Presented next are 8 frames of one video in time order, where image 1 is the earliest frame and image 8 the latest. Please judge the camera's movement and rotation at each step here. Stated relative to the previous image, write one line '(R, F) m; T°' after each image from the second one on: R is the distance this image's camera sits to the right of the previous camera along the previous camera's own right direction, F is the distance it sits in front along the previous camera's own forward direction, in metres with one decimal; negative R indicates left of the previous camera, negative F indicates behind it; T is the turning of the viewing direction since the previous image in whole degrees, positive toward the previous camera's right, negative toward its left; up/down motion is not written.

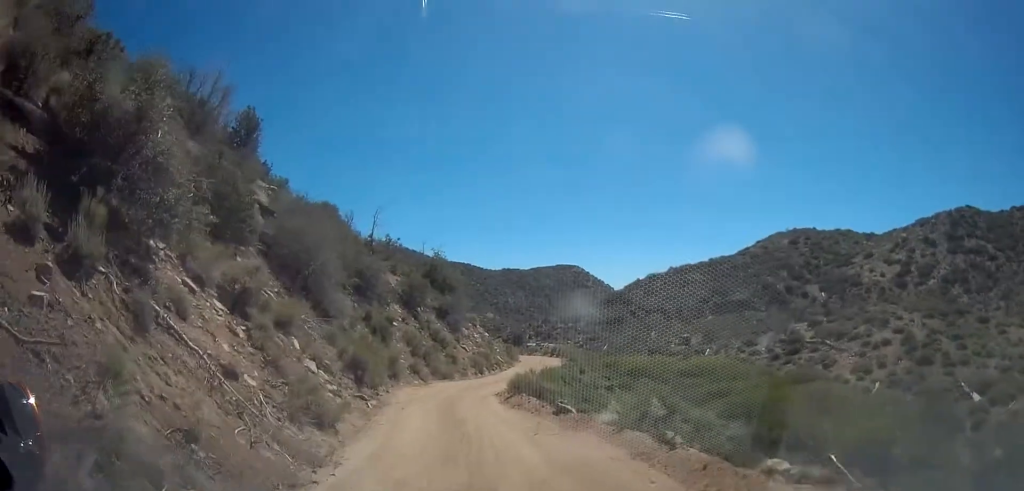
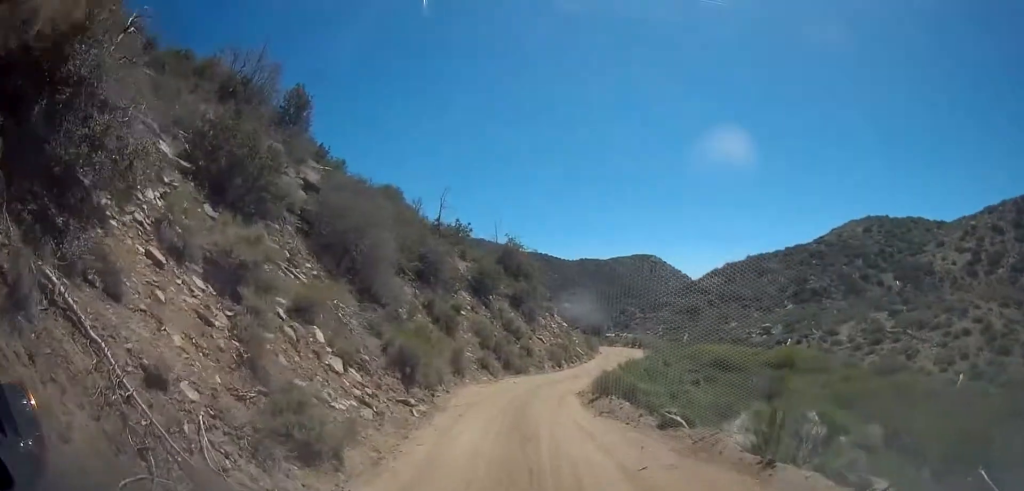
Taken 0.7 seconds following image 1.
(-0.2, +3.9) m; -4°
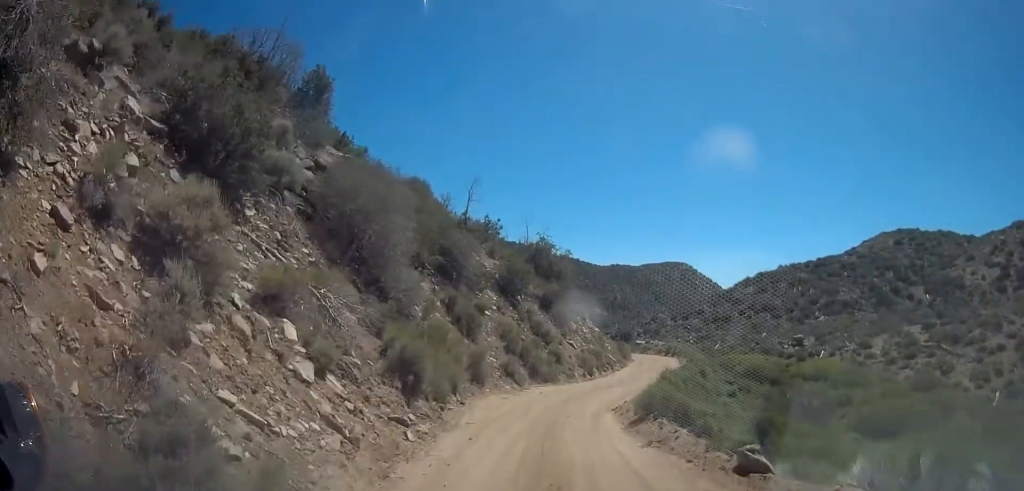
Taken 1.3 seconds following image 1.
(0.0, +3.2) m; -2°
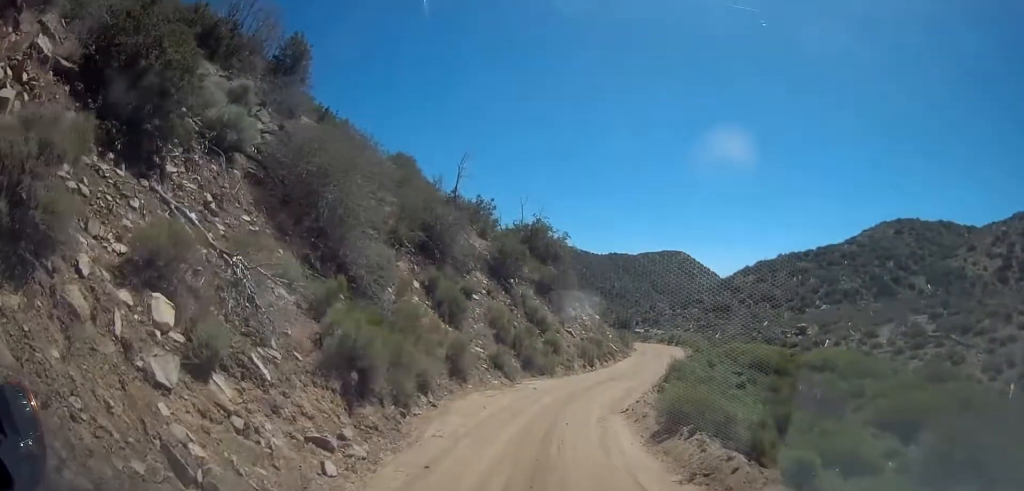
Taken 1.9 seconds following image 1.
(-0.1, +3.8) m; -2°
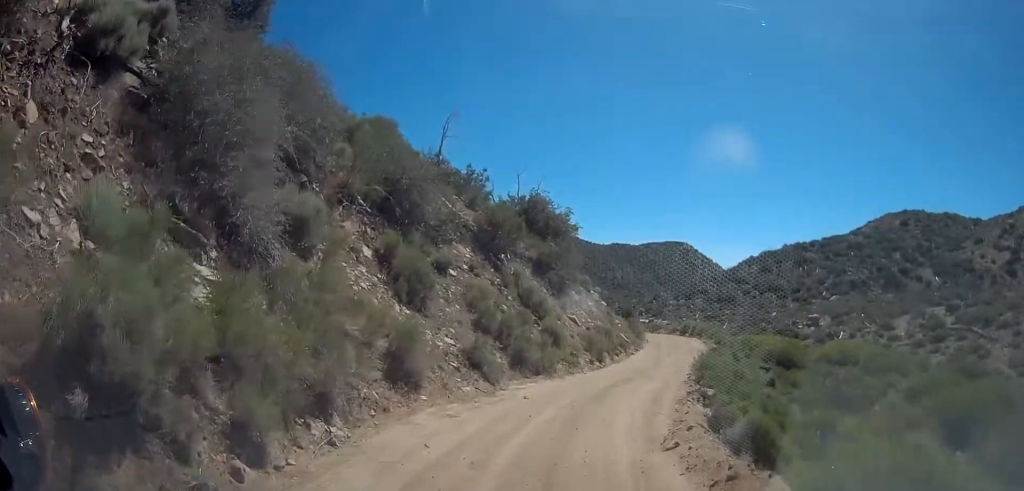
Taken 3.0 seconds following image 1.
(-0.2, +6.7) m; 0°
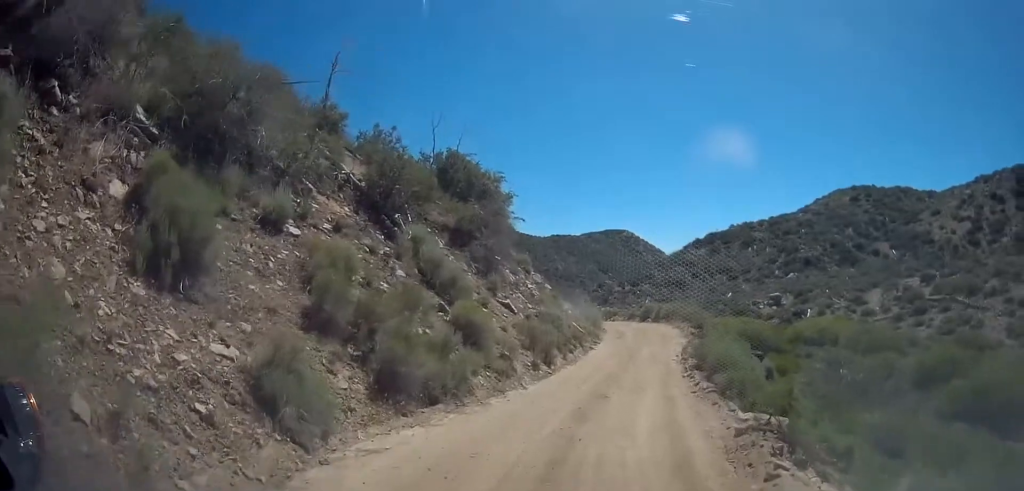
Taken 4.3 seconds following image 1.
(+0.4, +9.6) m; +7°
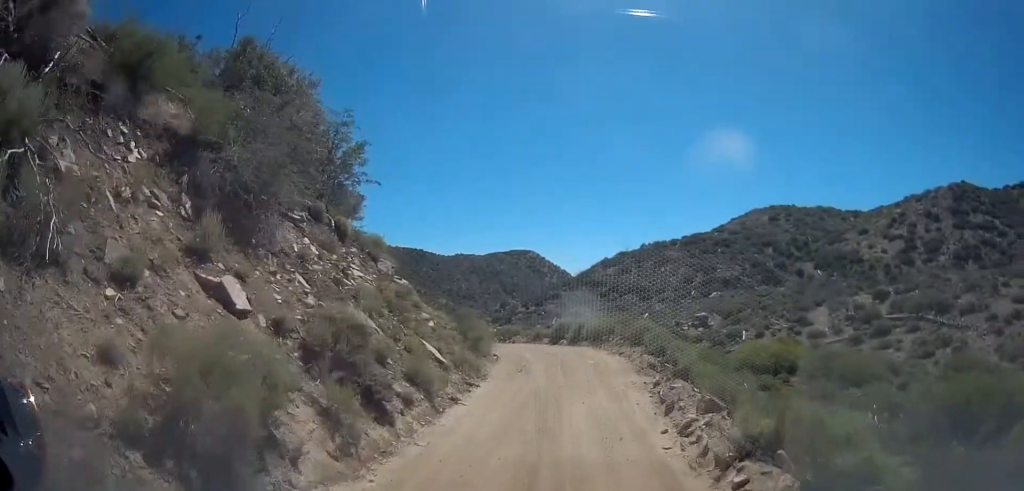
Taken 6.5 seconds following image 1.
(+1.2, +15.7) m; +9°
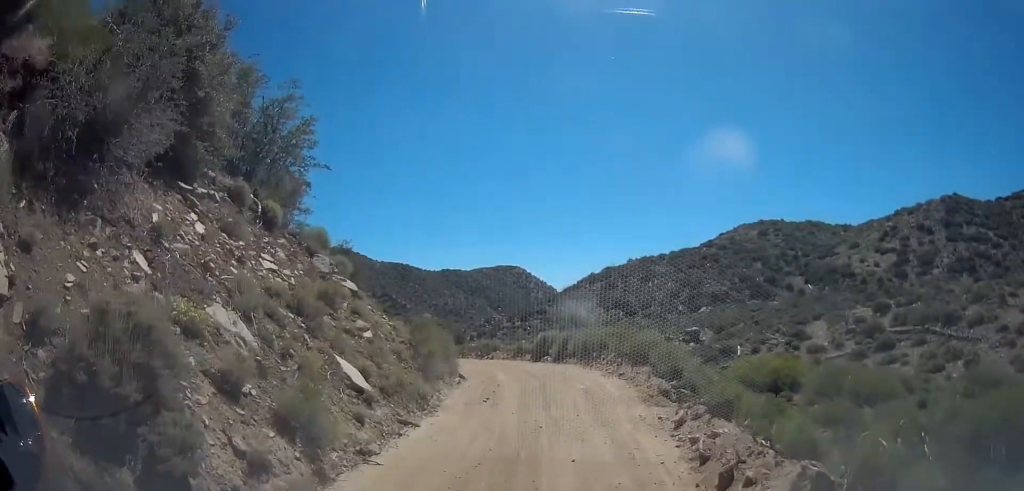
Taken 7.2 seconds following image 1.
(+0.2, +5.2) m; +3°
